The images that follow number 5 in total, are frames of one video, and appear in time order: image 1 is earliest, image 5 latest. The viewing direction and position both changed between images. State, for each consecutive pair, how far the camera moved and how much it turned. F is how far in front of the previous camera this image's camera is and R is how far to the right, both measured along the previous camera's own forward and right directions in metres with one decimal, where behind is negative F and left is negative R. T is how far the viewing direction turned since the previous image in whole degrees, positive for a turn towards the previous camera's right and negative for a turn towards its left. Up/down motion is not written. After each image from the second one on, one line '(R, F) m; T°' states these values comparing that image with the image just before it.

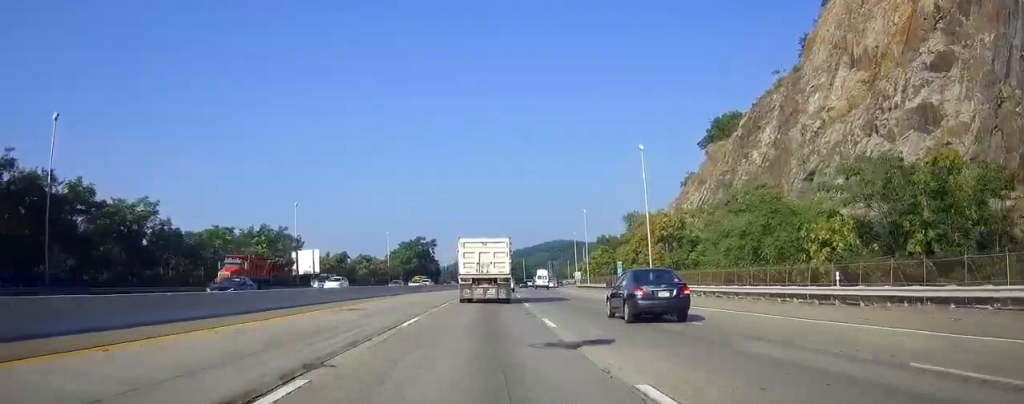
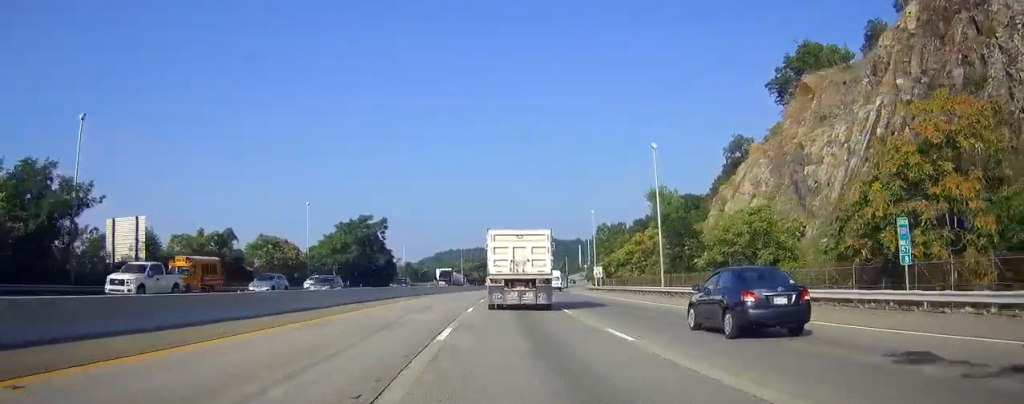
(+0.9, +53.4) m; +3°
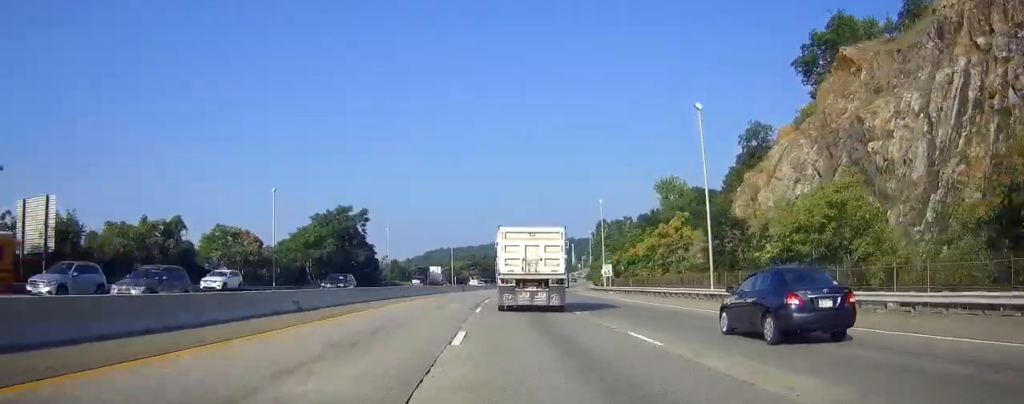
(+0.1, +13.3) m; +1°
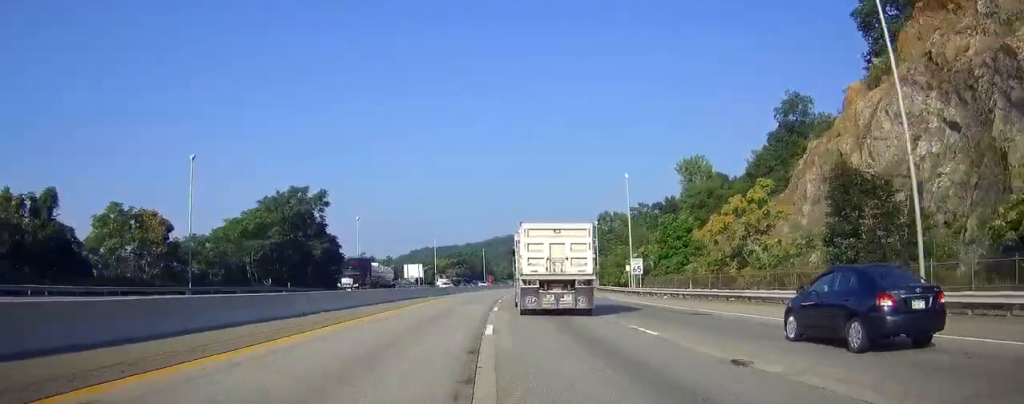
(+0.5, +22.4) m; +1°
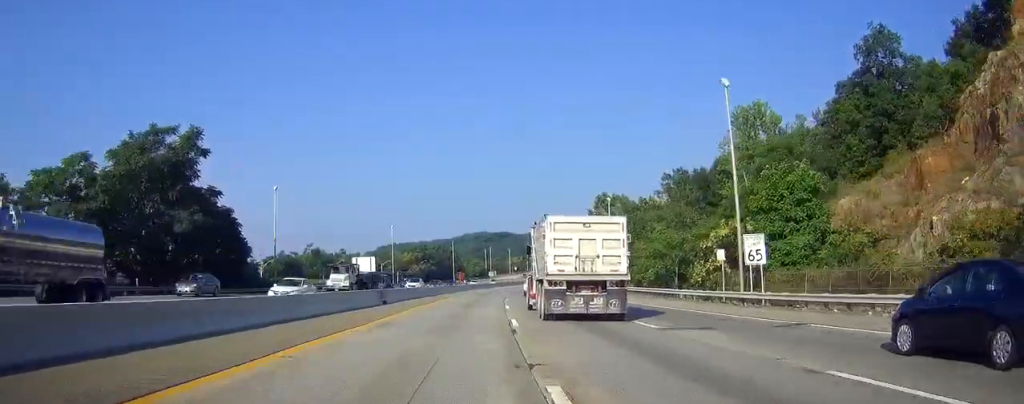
(+0.1, +34.6) m; +2°
